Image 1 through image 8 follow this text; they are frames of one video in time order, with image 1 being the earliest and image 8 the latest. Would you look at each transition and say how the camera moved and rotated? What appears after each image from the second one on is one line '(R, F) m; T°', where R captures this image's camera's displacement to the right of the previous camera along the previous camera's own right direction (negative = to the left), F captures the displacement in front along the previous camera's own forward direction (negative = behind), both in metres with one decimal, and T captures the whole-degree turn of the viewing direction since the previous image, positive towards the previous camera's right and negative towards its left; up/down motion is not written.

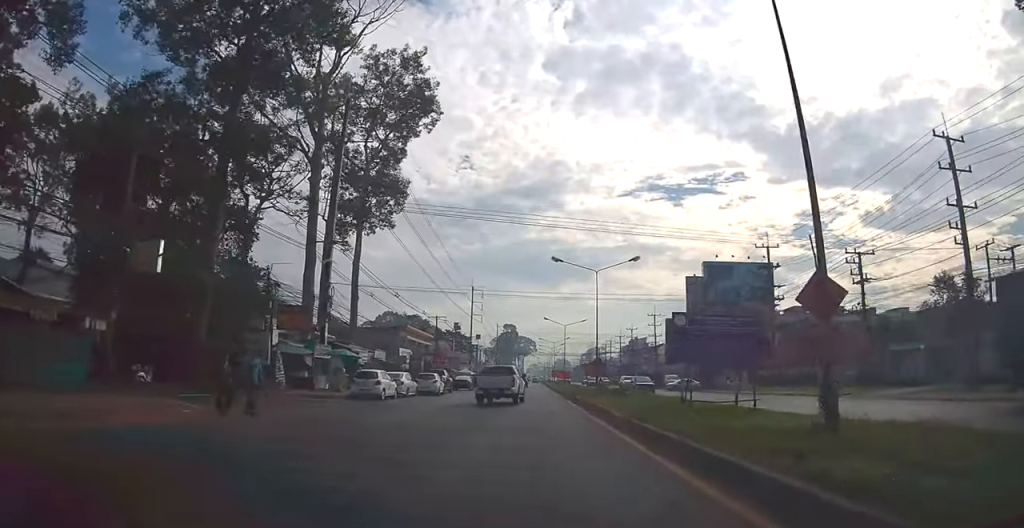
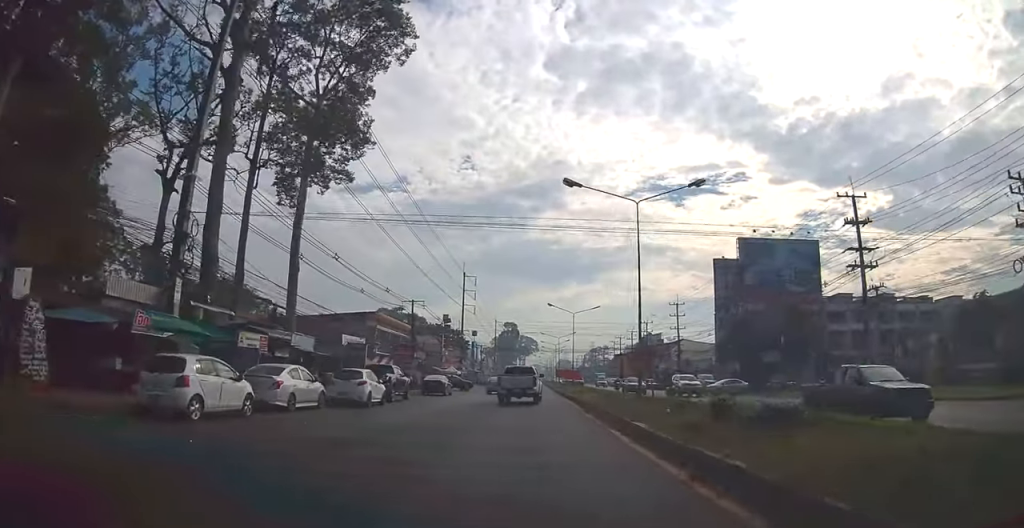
(-0.1, +15.1) m; -1°
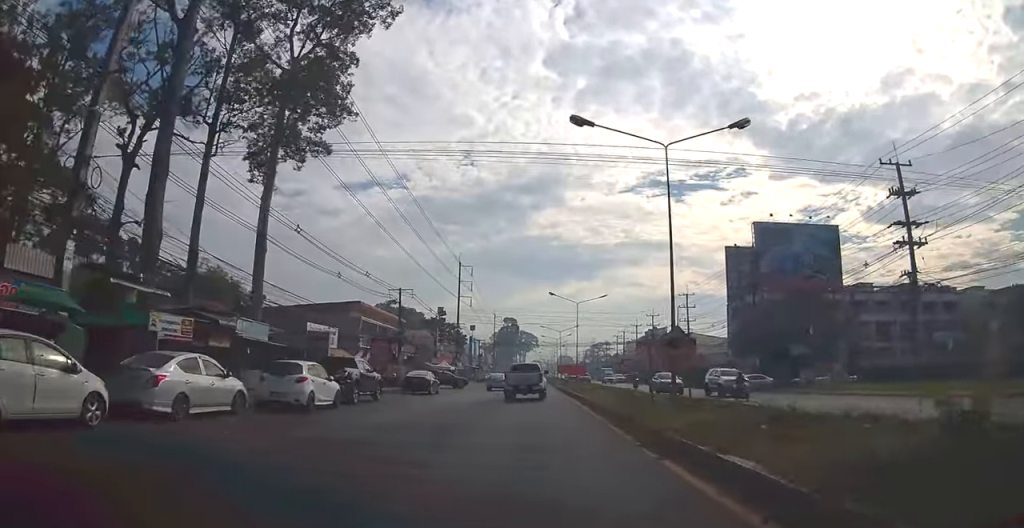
(-0.1, +5.3) m; -1°
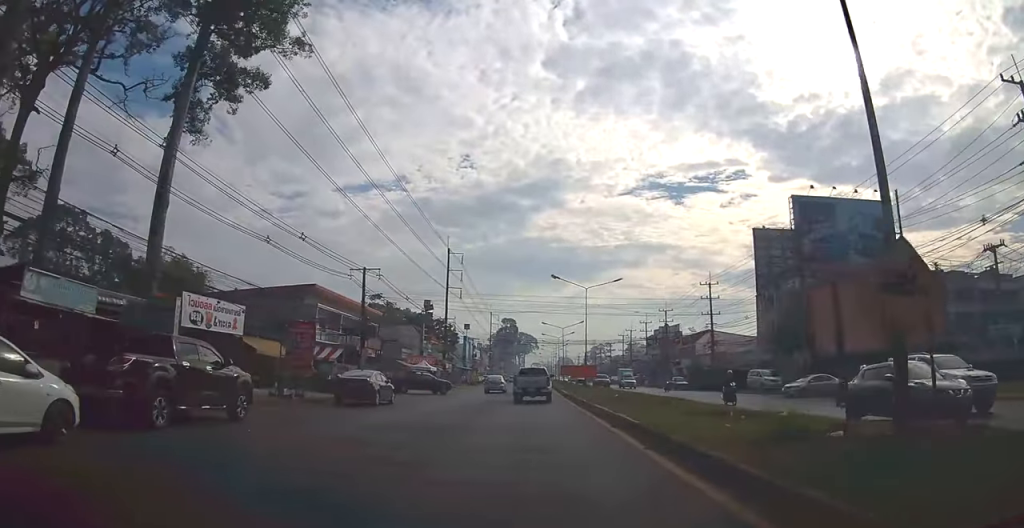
(-0.2, +10.7) m; -2°
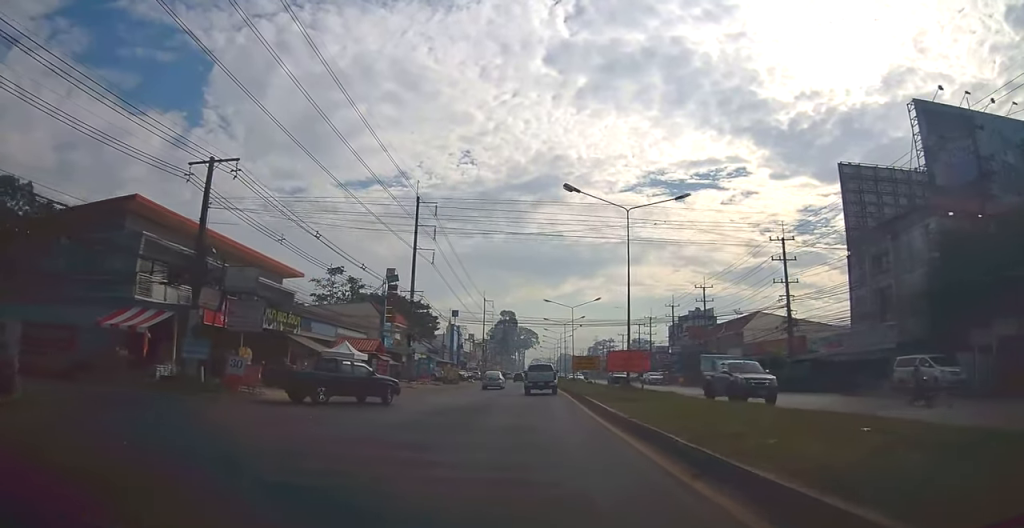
(-0.1, +21.3) m; 0°
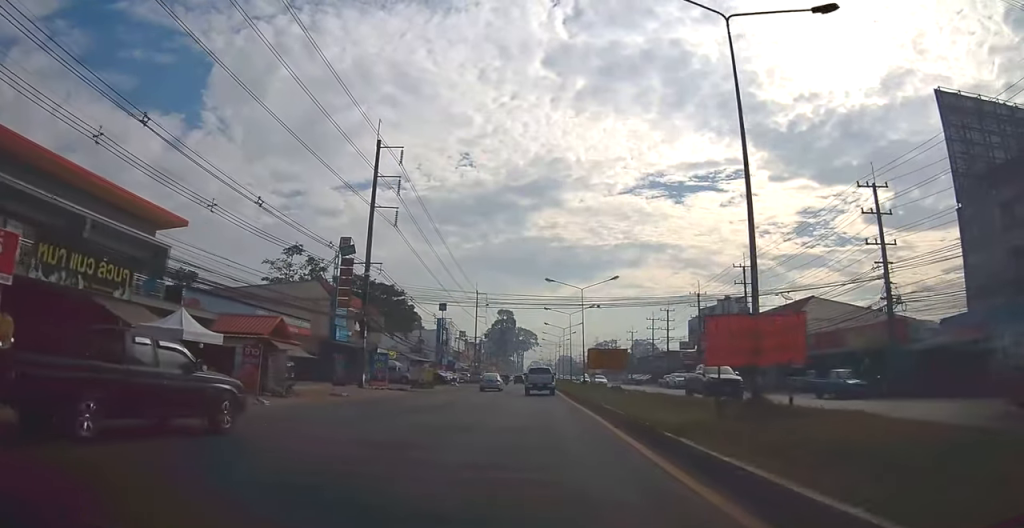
(0.0, +14.9) m; +2°
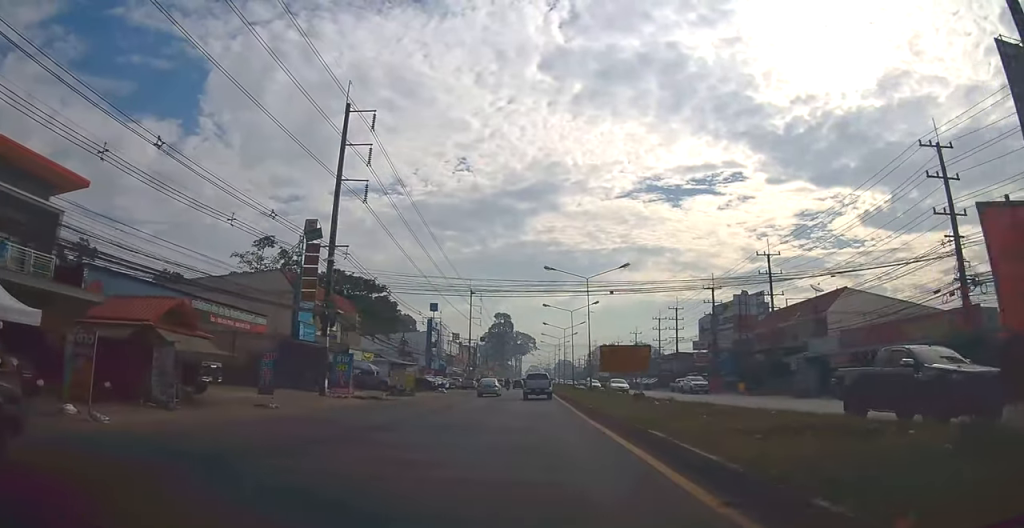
(+0.2, +7.1) m; +1°
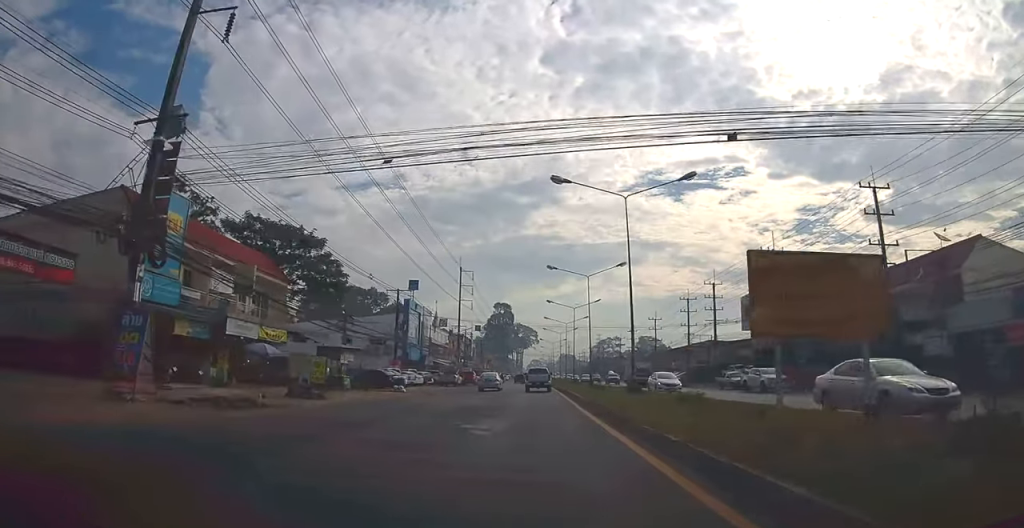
(+0.1, +17.8) m; +1°
